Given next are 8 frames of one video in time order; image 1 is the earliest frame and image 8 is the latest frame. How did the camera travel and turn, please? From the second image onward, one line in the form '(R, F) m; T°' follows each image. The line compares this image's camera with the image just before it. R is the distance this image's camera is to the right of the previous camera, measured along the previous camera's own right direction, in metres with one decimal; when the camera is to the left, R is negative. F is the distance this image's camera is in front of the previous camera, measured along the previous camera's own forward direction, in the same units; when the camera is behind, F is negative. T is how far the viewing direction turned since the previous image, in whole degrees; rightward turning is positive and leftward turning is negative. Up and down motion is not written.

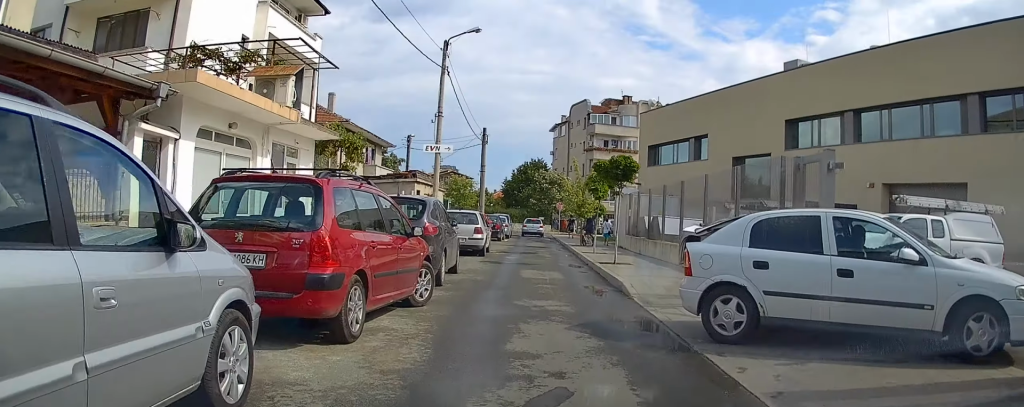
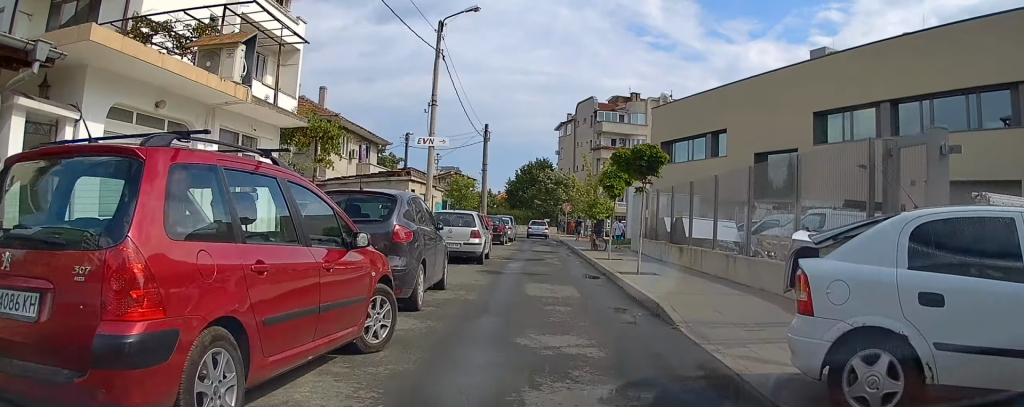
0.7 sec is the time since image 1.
(0.0, +3.0) m; 0°
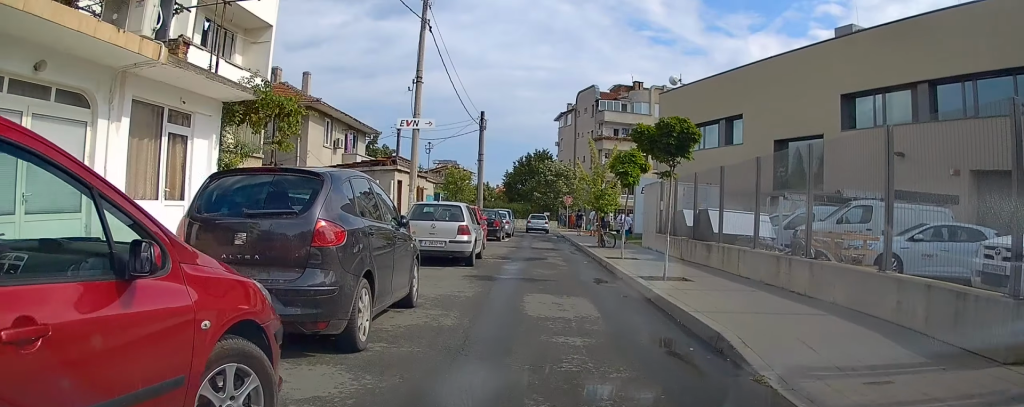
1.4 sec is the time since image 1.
(+0.1, +3.0) m; 0°
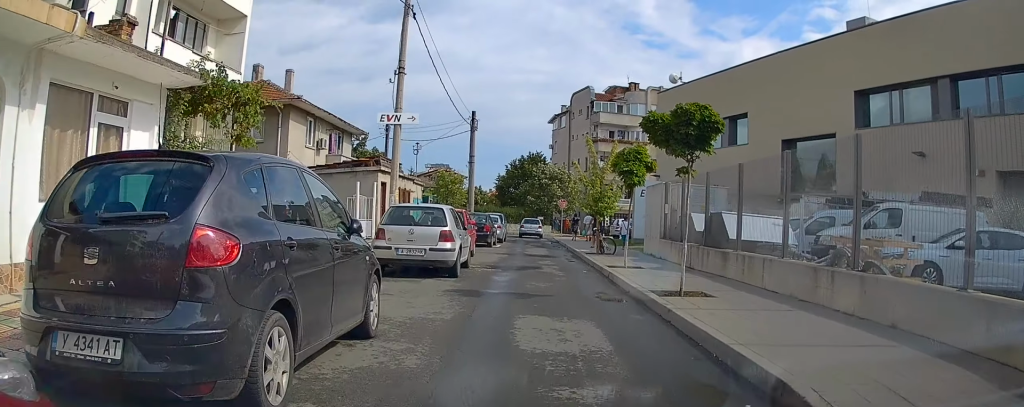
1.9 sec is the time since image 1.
(-0.1, +1.9) m; +1°
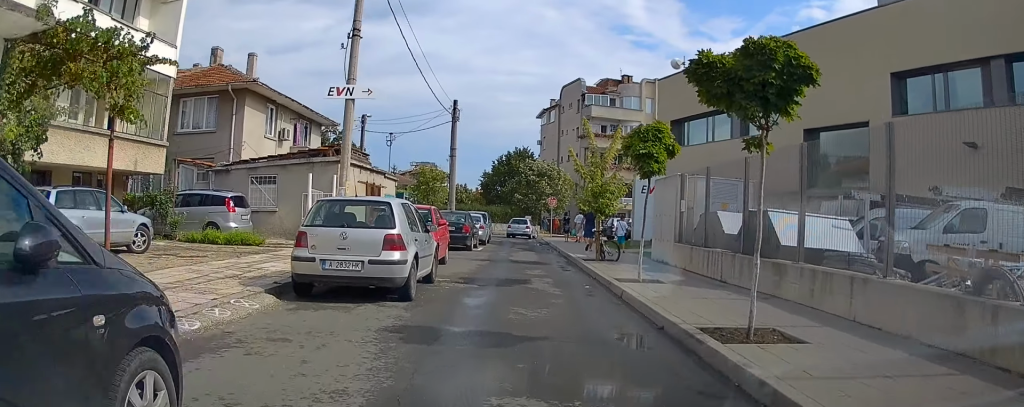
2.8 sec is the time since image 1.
(+0.1, +3.9) m; +2°
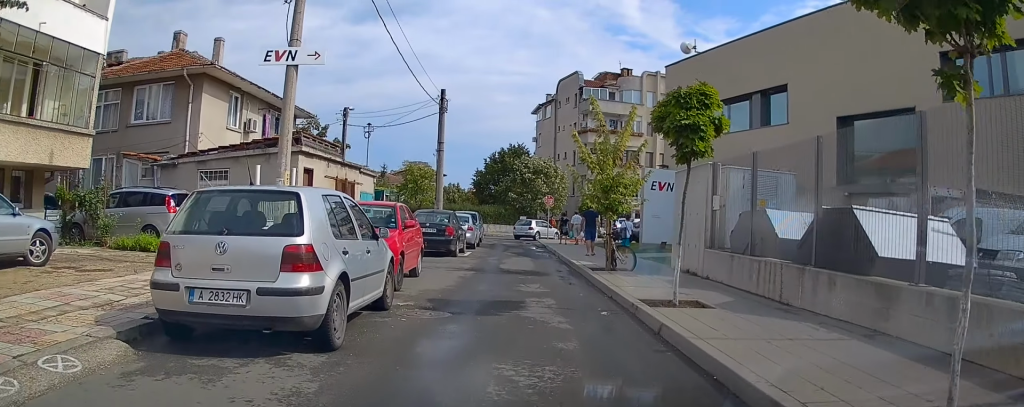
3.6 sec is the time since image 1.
(+0.1, +3.5) m; 0°
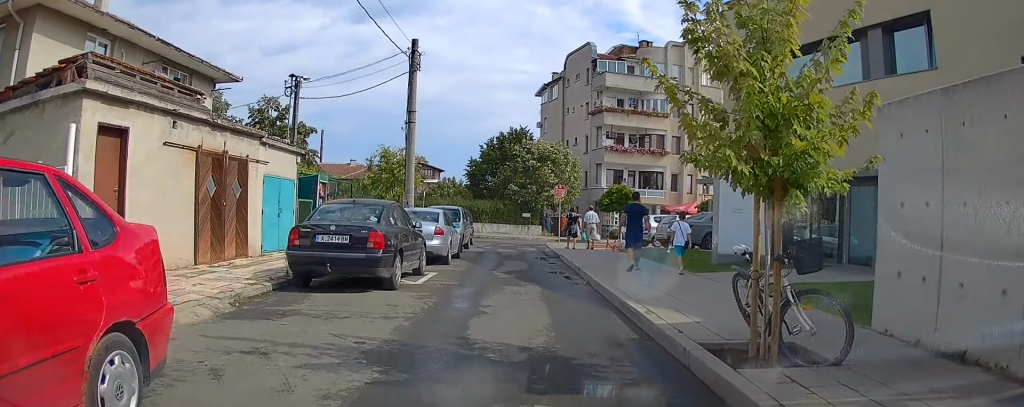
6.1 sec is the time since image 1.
(-0.5, +10.2) m; -3°
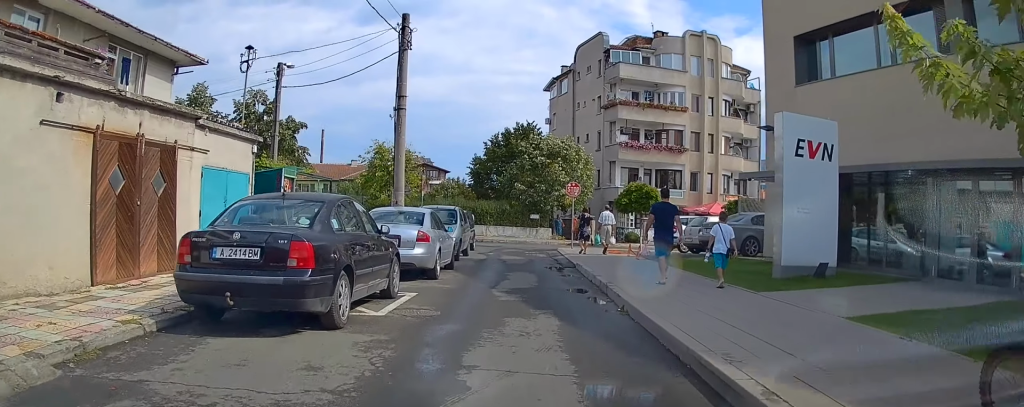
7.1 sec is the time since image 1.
(0.0, +3.6) m; 0°
